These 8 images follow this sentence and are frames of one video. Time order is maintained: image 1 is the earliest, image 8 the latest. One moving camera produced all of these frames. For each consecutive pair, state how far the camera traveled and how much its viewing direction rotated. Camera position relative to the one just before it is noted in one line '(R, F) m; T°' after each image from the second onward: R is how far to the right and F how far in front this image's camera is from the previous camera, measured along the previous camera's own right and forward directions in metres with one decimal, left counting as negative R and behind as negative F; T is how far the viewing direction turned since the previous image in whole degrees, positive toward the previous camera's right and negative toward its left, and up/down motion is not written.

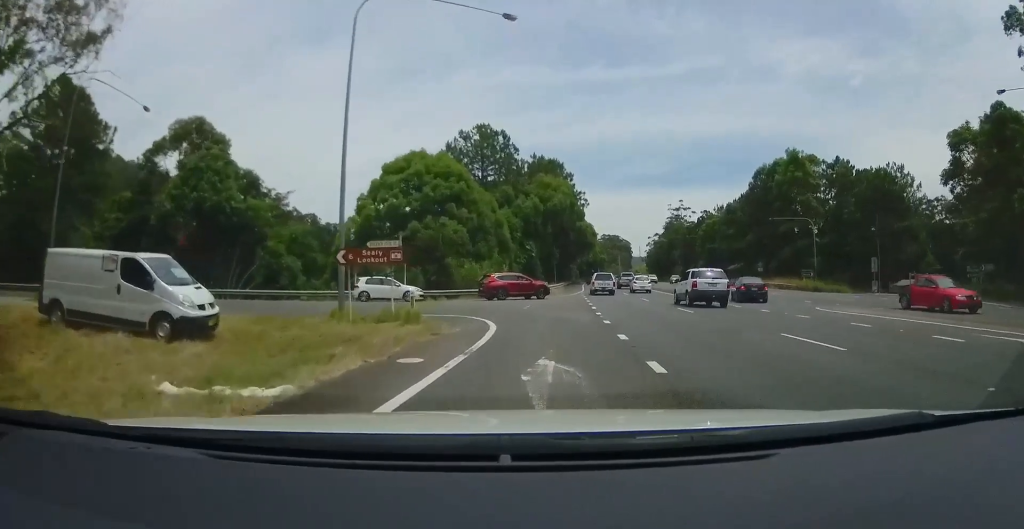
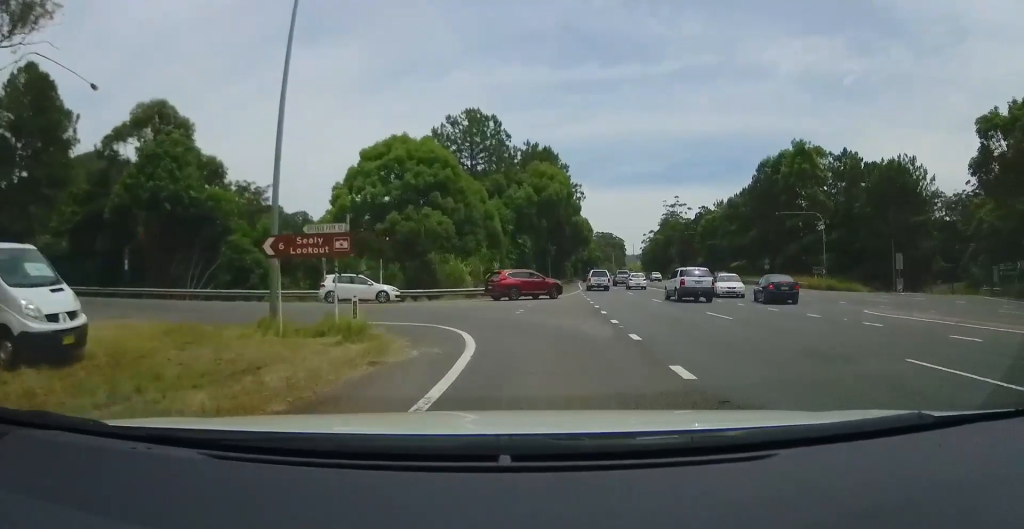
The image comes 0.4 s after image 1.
(0.0, +5.4) m; +1°
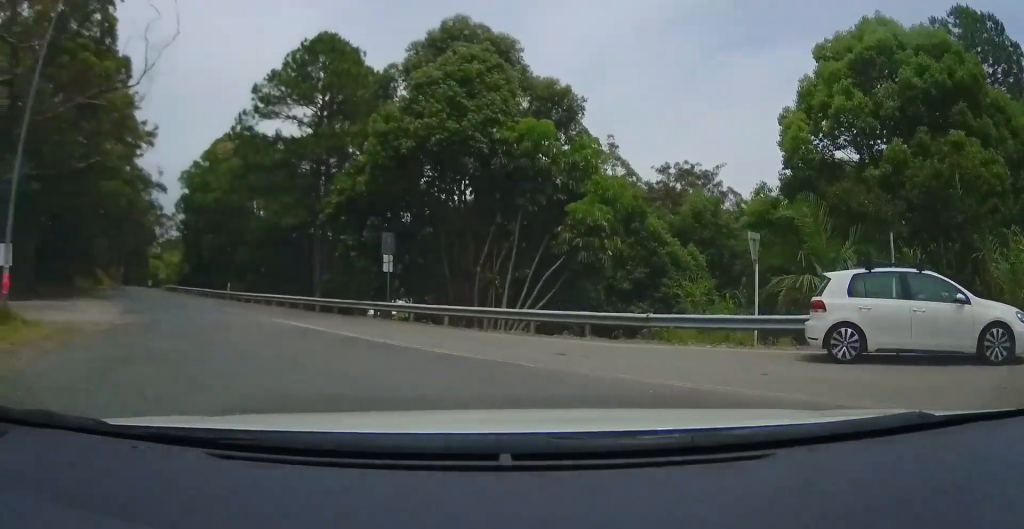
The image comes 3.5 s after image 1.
(-3.3, +22.2) m; -53°
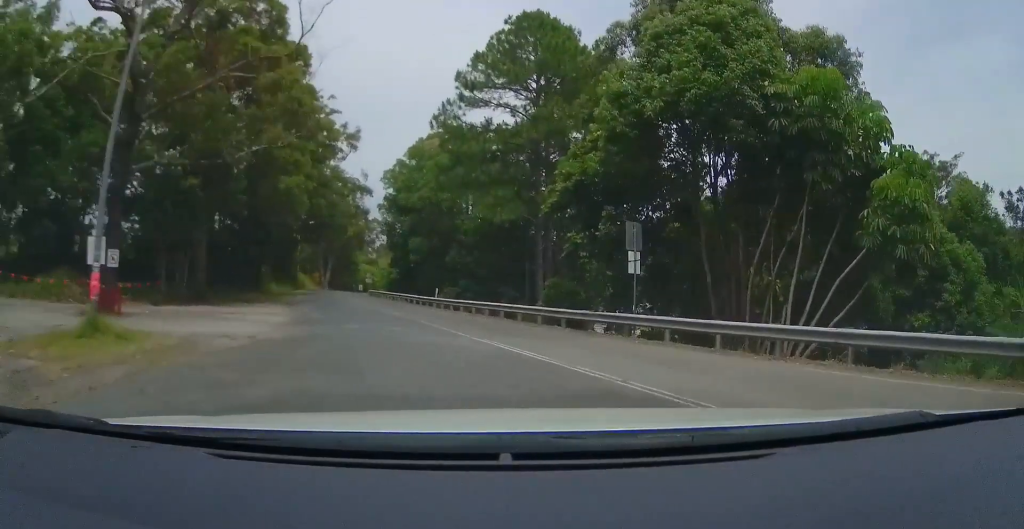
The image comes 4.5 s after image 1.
(-1.3, +3.5) m; -26°
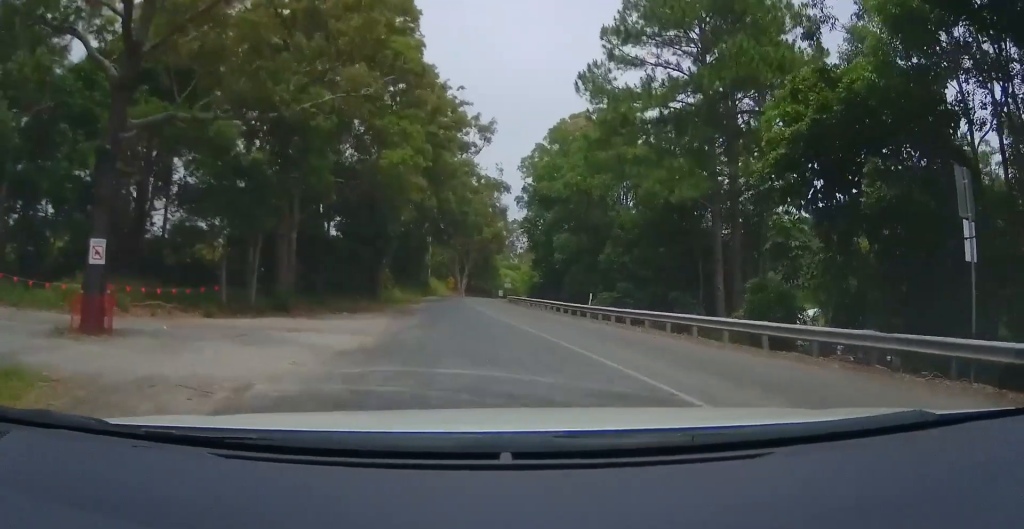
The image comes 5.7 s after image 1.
(-0.6, +4.9) m; -9°
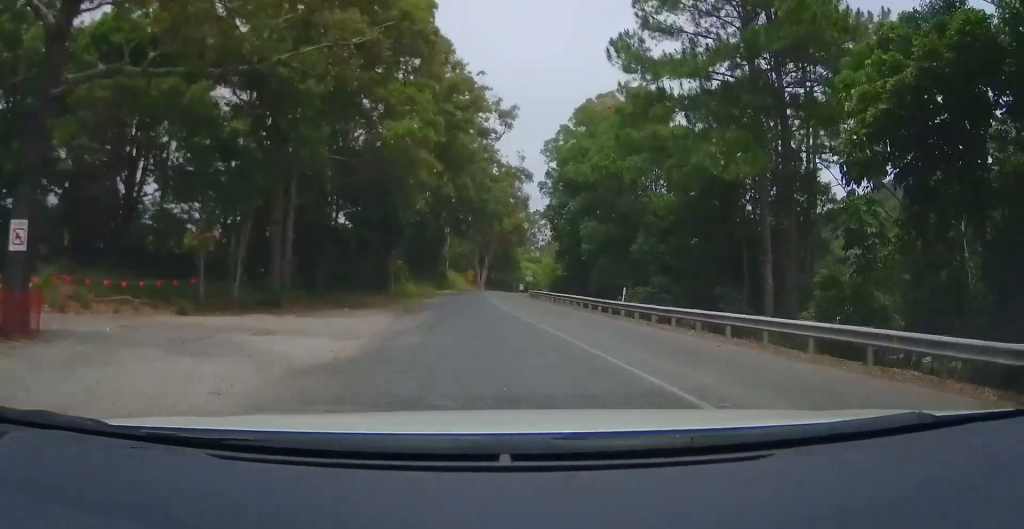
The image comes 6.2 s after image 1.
(0.0, +2.2) m; -2°
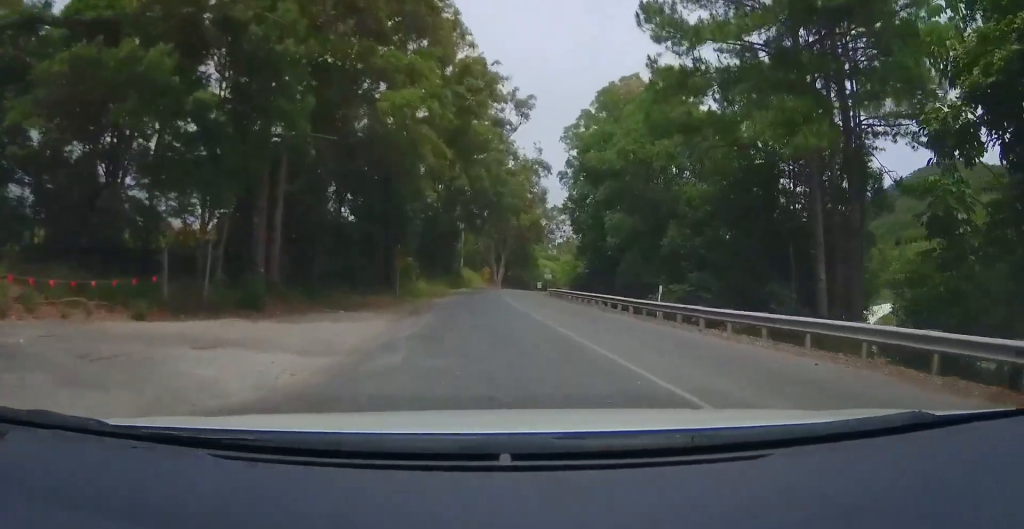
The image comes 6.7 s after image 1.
(0.0, +2.8) m; -3°
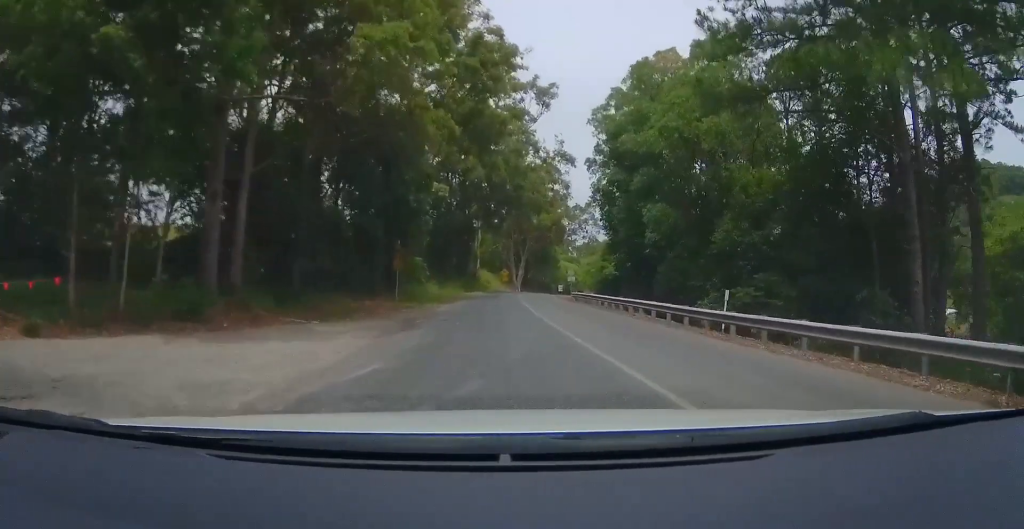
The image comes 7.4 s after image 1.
(0.0, +4.8) m; -4°
